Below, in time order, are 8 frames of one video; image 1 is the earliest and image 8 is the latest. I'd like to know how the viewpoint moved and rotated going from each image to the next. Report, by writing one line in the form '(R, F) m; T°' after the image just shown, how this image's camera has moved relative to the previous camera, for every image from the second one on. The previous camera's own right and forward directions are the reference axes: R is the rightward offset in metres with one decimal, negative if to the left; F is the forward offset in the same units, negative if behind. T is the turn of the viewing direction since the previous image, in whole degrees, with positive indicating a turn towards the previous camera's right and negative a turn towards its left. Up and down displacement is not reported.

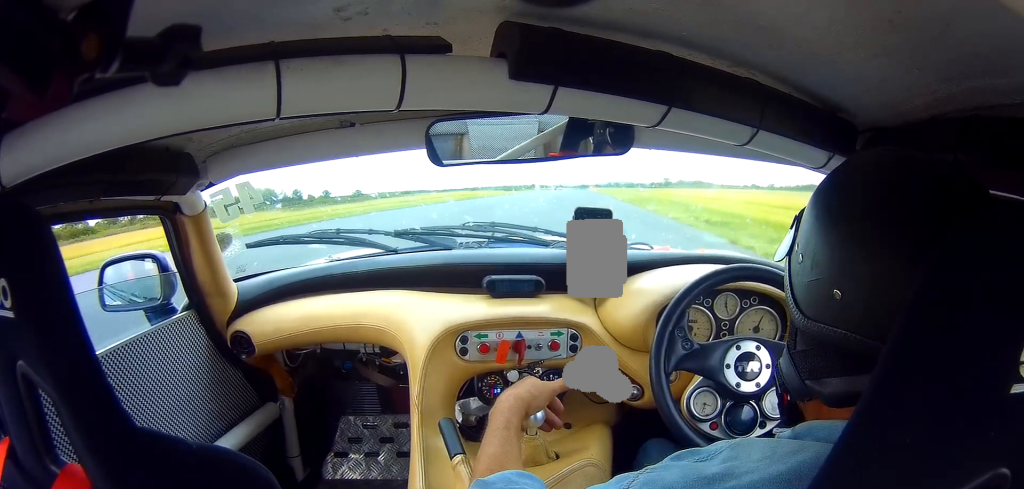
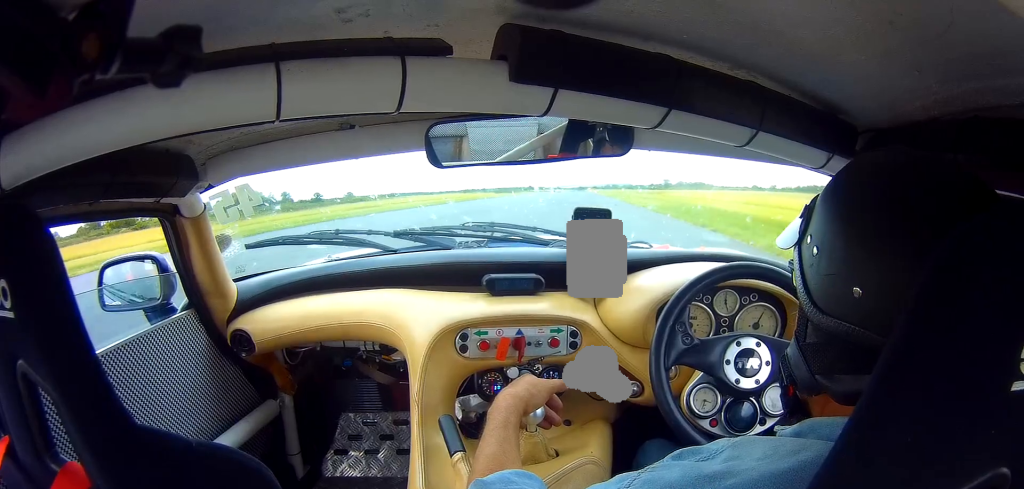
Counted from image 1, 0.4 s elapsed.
(0.0, +19.4) m; 0°
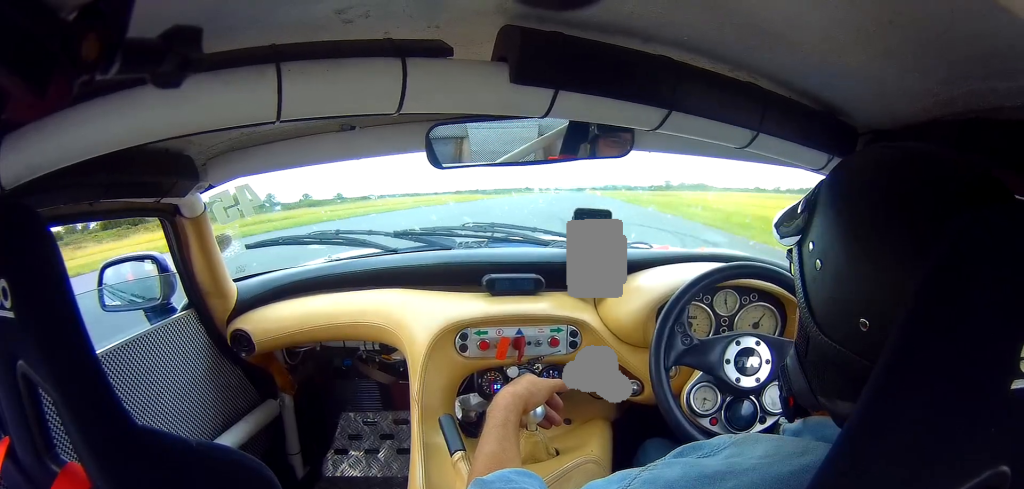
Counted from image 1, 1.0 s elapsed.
(+0.1, +26.1) m; 0°
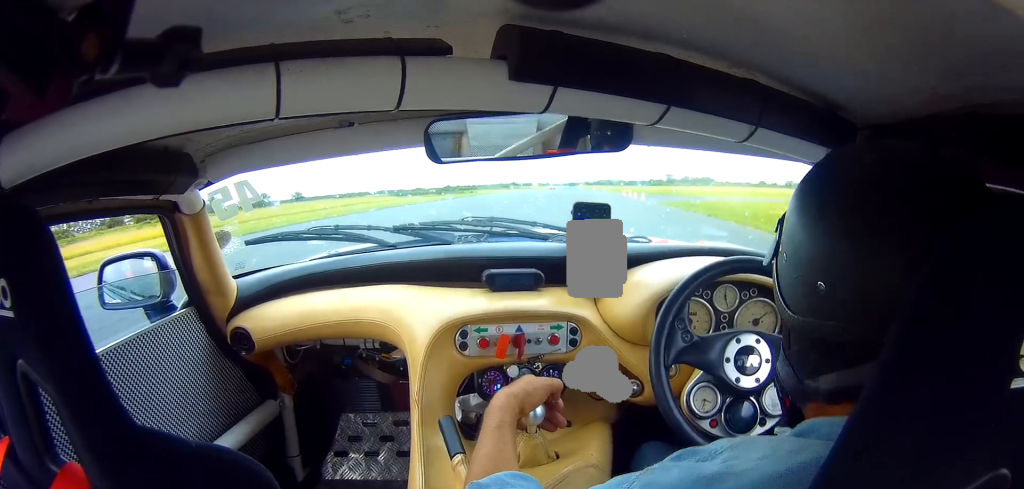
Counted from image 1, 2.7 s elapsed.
(-0.1, +81.3) m; 0°
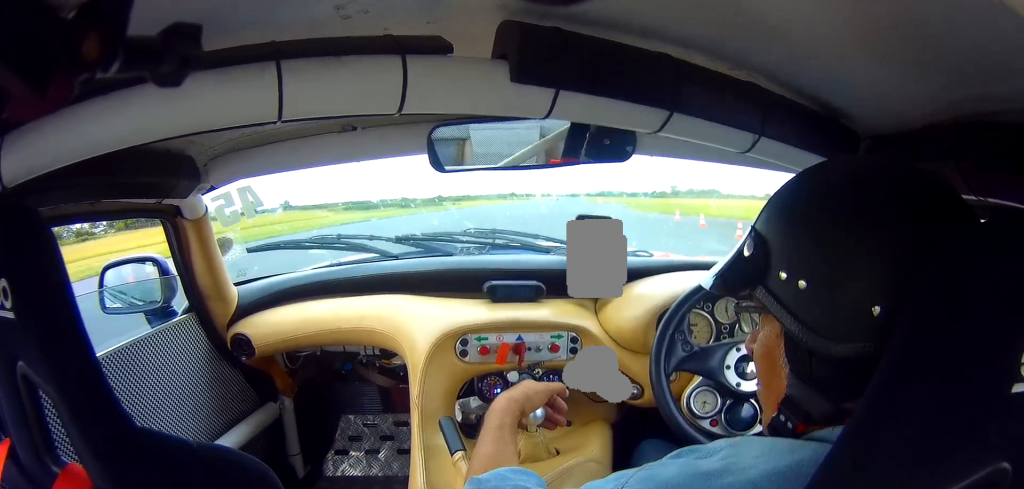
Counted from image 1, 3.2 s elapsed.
(+0.1, +27.1) m; 0°
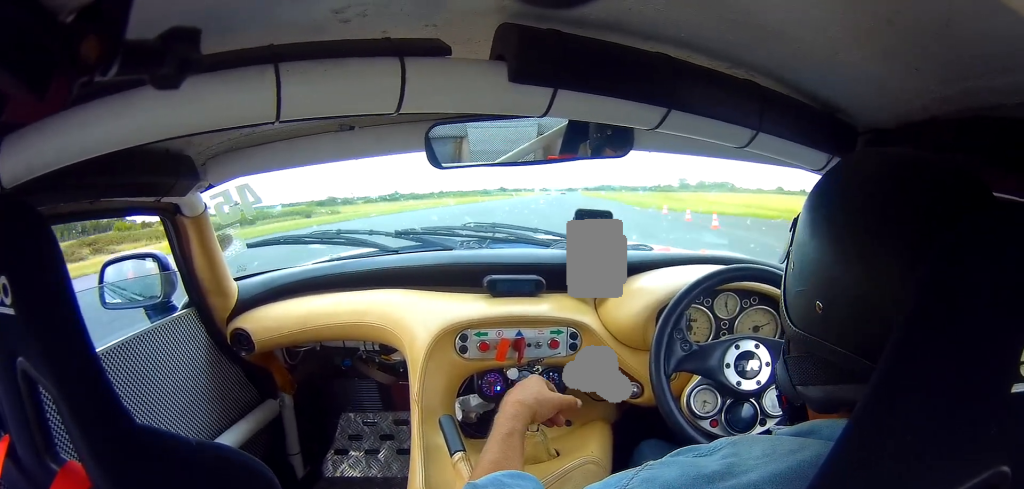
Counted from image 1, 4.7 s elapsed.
(+0.3, +79.9) m; 0°
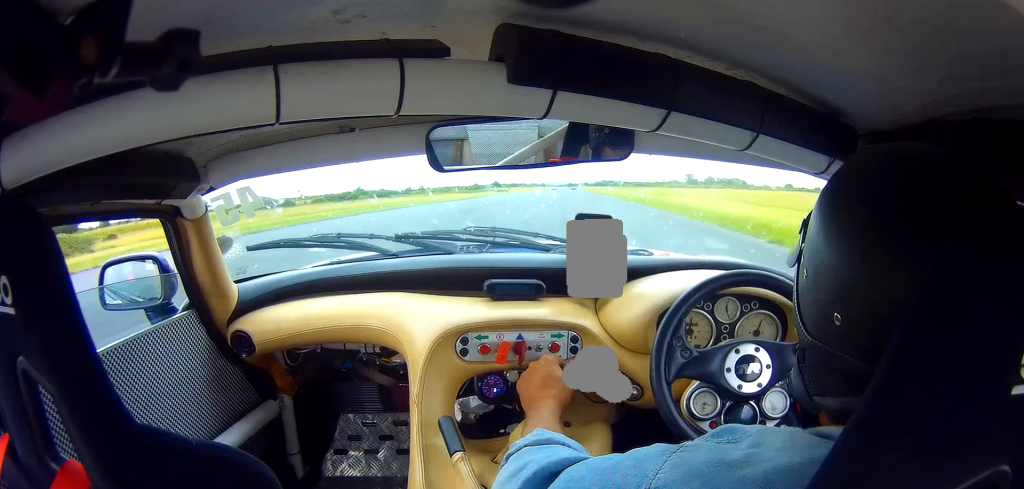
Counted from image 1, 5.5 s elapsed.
(+0.2, +45.3) m; 0°
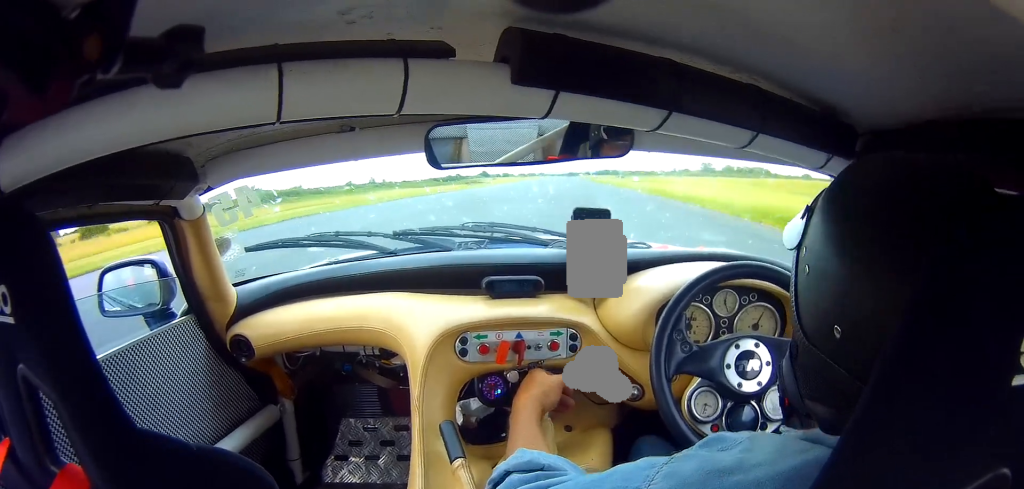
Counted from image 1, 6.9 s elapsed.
(-0.3, +74.8) m; +1°
